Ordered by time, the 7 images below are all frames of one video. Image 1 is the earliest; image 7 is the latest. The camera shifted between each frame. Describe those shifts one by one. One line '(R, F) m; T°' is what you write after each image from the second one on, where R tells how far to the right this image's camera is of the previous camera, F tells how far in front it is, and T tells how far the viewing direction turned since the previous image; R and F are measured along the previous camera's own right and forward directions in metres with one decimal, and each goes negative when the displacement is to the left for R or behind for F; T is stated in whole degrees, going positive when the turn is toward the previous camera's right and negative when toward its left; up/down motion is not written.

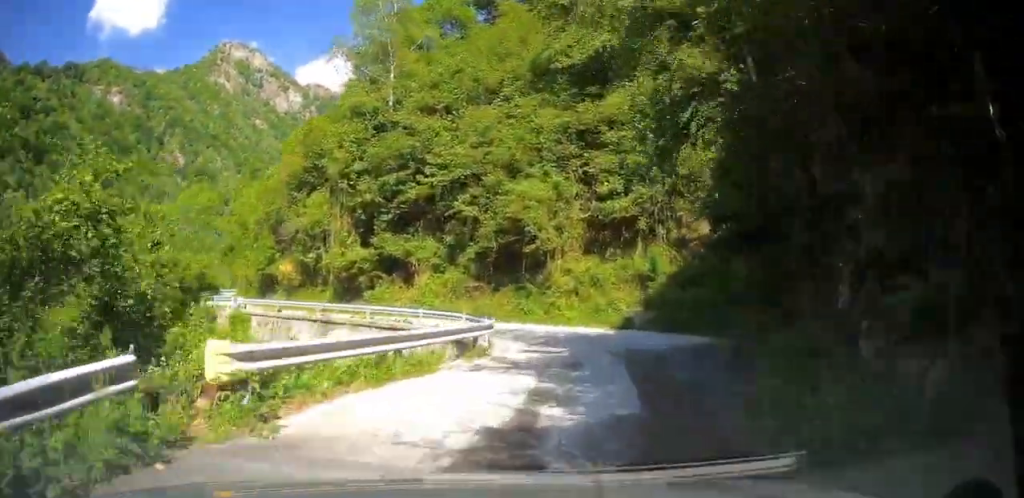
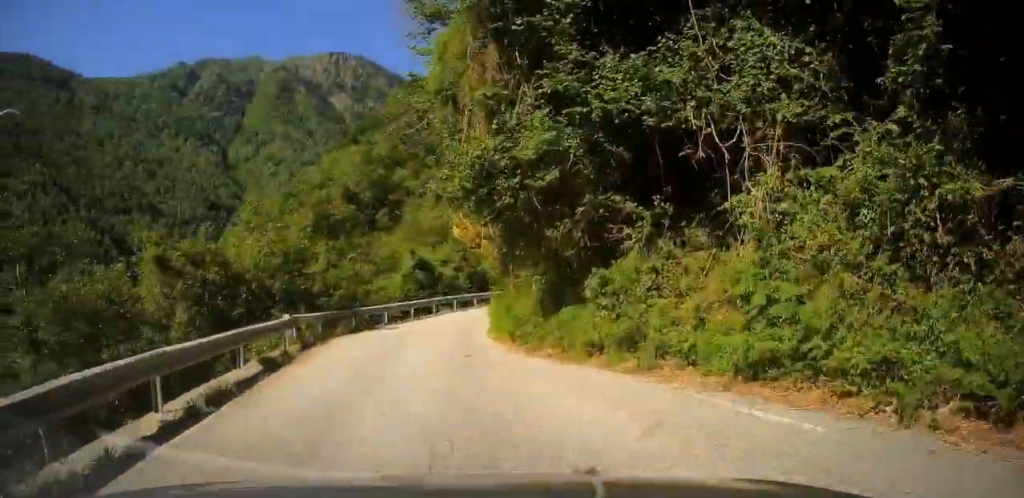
(-49.4, +48.1) m; -49°
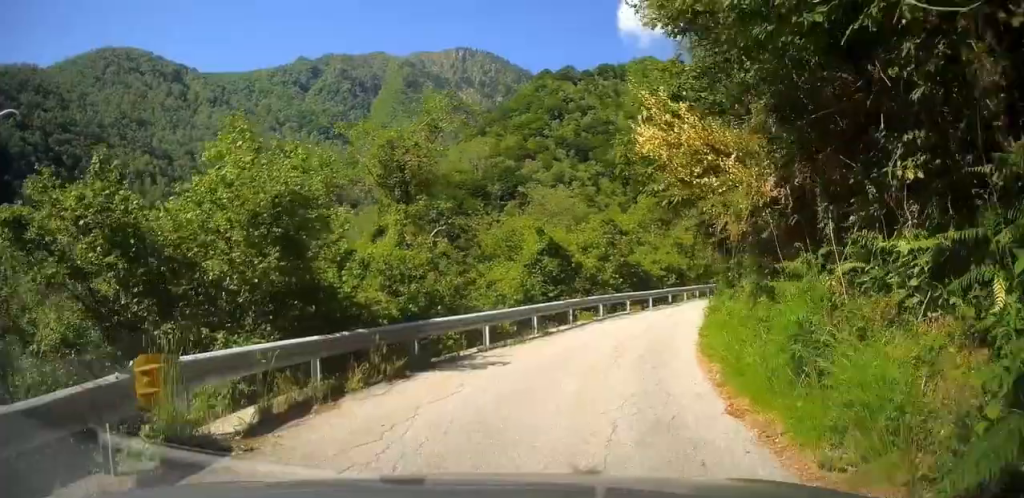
(0.0, +23.4) m; -8°
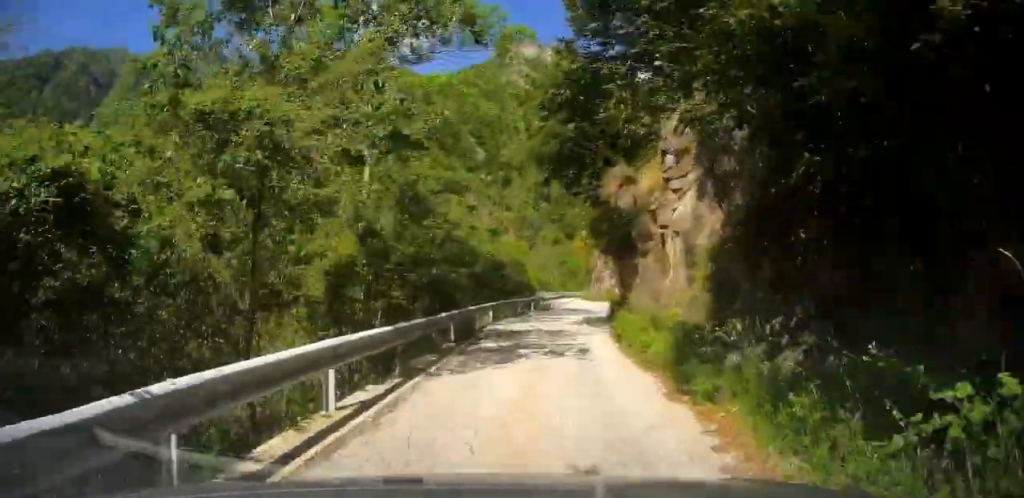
(-3.7, +43.3) m; +5°
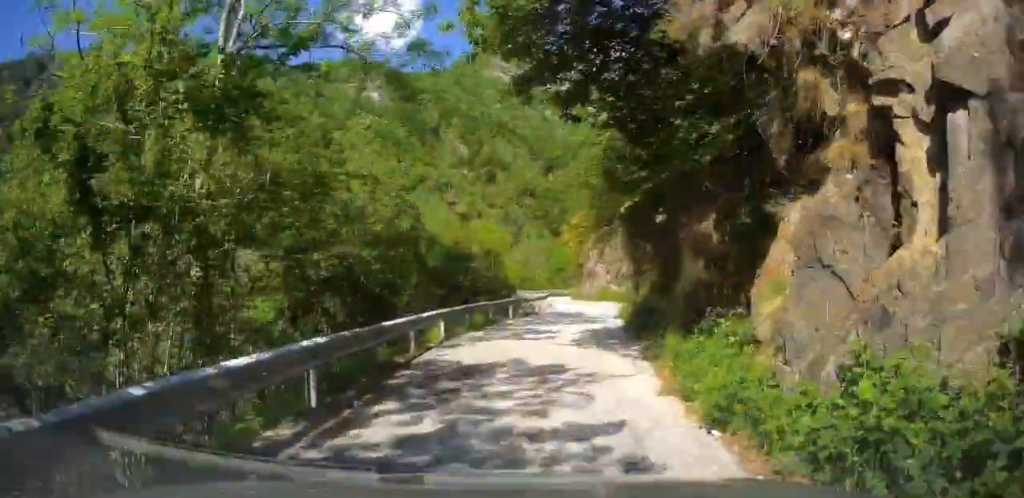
(+0.5, +8.4) m; +3°
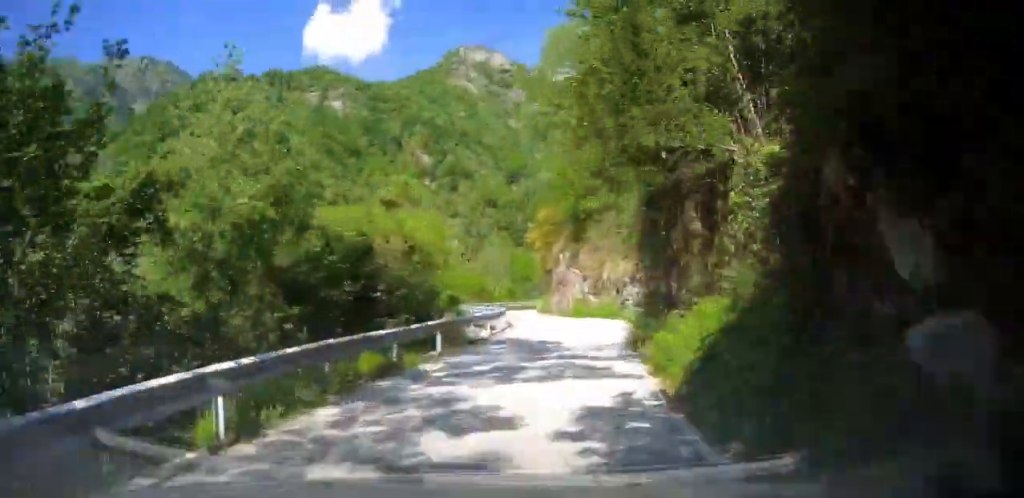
(+0.2, +8.8) m; +2°
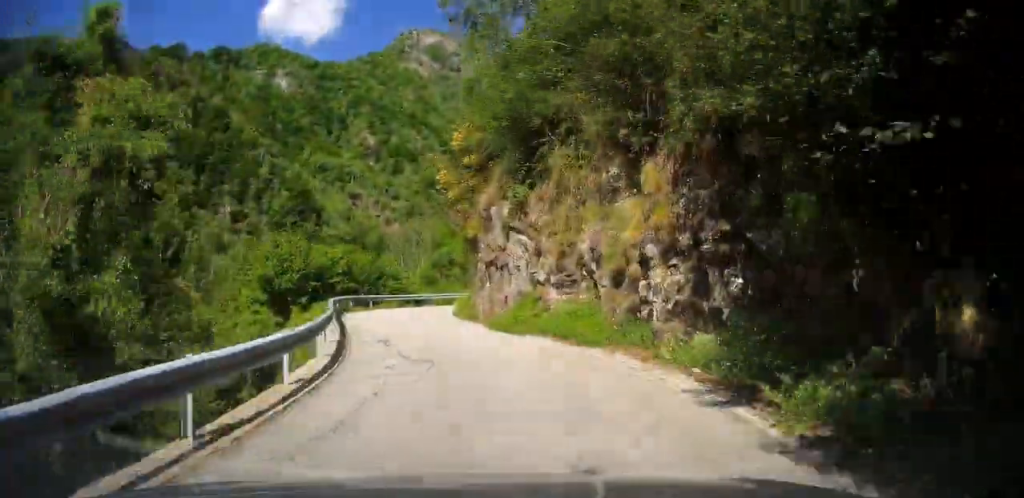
(+0.2, +16.1) m; -2°
